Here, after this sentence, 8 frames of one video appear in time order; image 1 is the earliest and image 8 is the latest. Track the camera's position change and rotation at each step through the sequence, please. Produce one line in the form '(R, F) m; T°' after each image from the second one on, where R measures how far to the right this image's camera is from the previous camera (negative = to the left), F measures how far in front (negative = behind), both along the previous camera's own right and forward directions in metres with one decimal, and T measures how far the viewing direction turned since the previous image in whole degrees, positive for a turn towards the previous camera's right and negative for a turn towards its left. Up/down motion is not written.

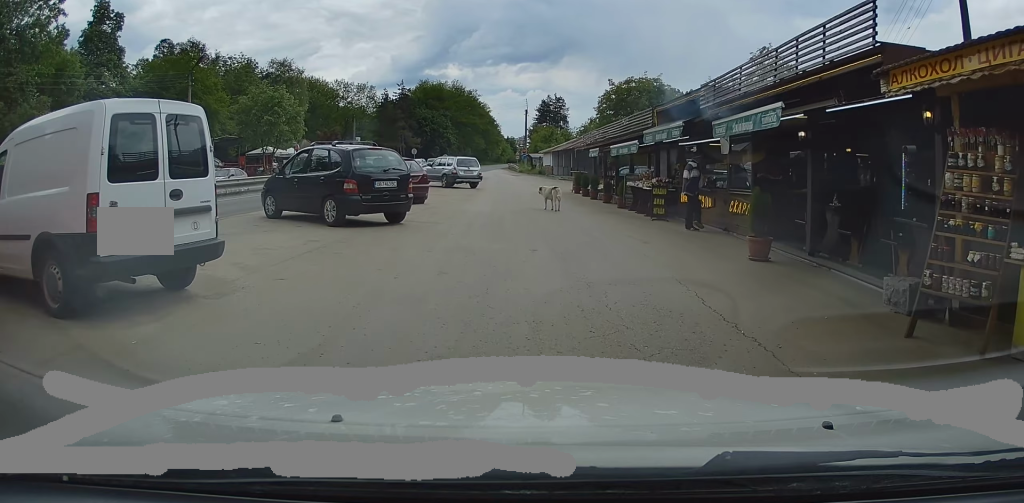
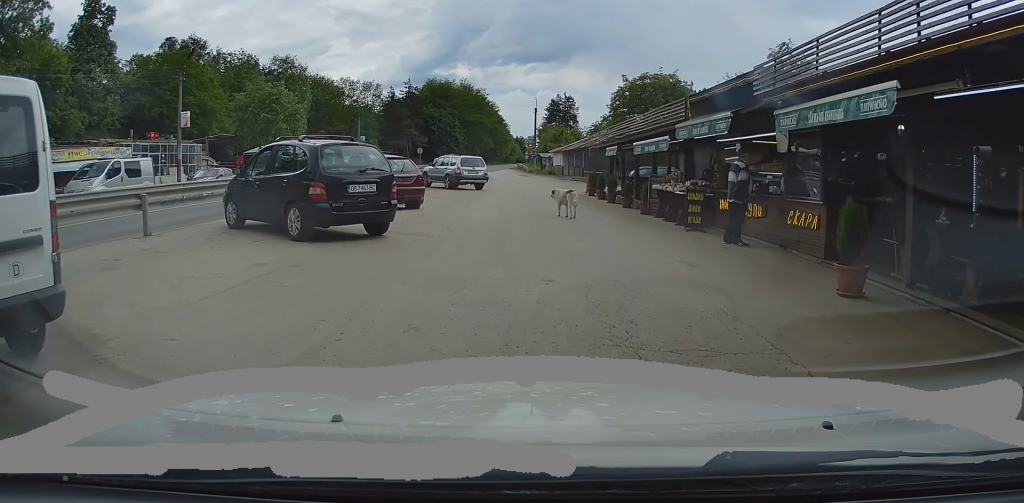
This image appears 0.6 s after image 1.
(0.0, +2.5) m; +1°
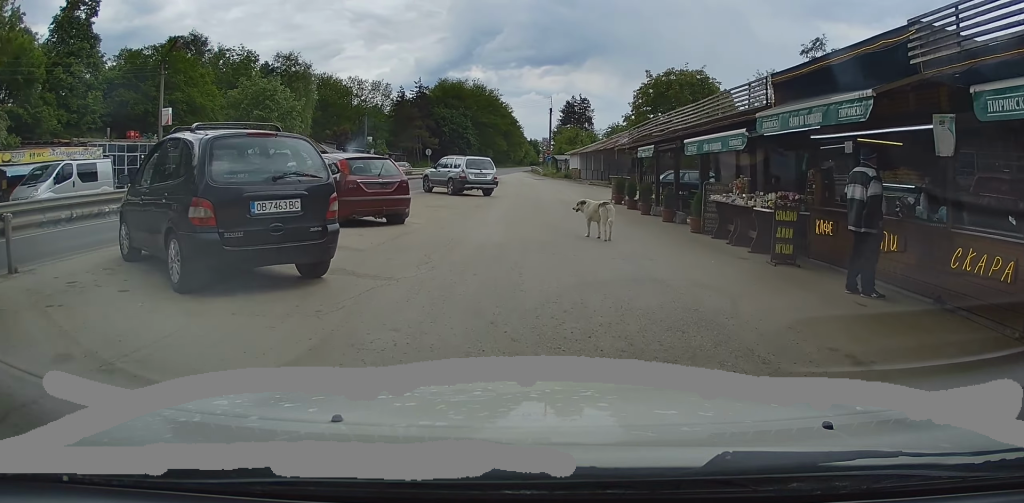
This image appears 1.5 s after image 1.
(0.0, +4.2) m; +1°
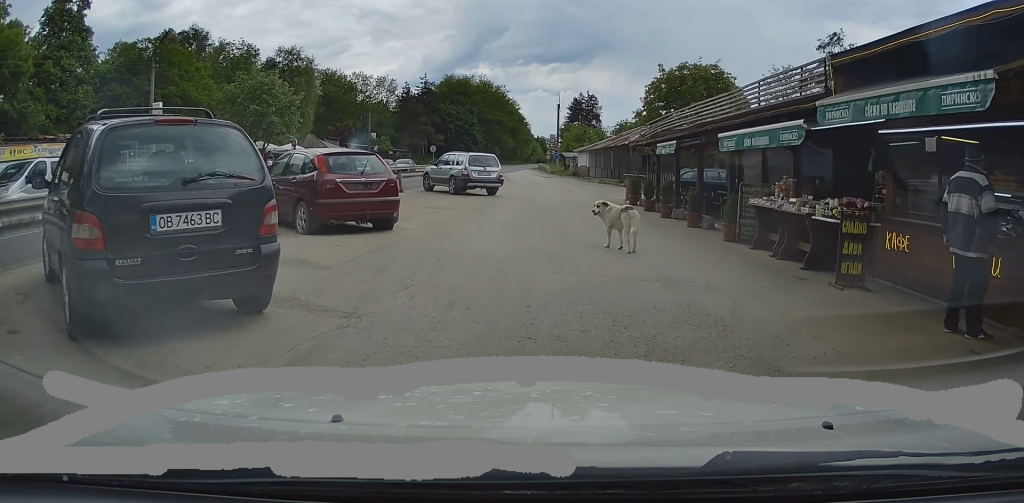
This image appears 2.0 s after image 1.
(0.0, +2.0) m; +1°
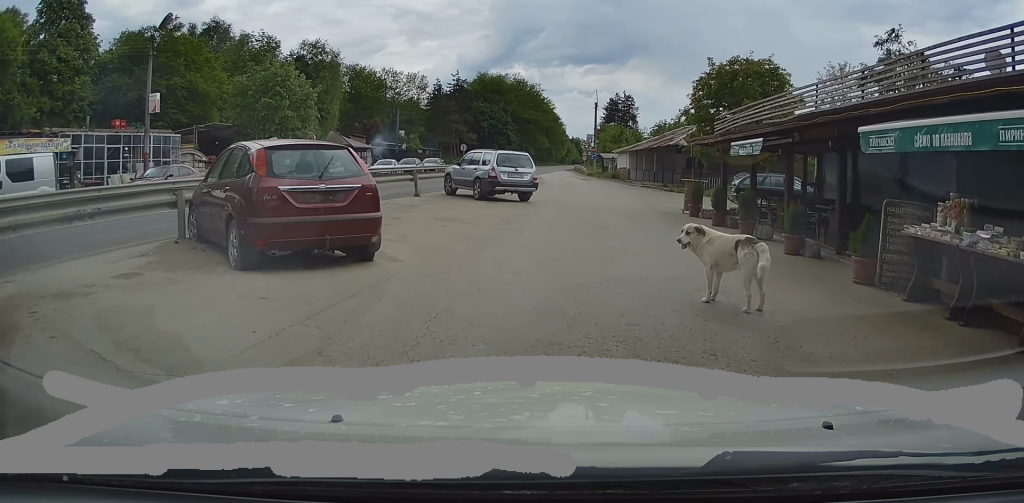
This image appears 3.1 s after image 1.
(+0.1, +4.1) m; -3°
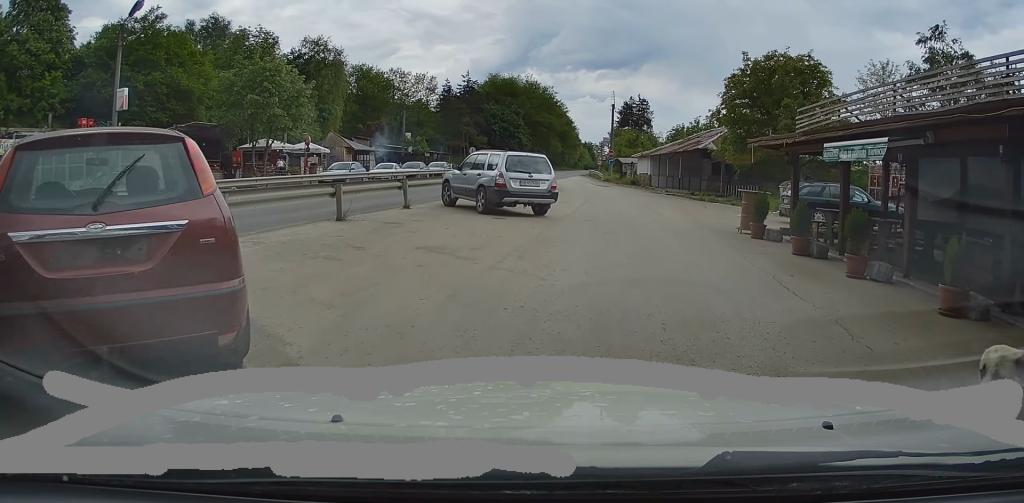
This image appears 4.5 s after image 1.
(-0.5, +4.3) m; -7°
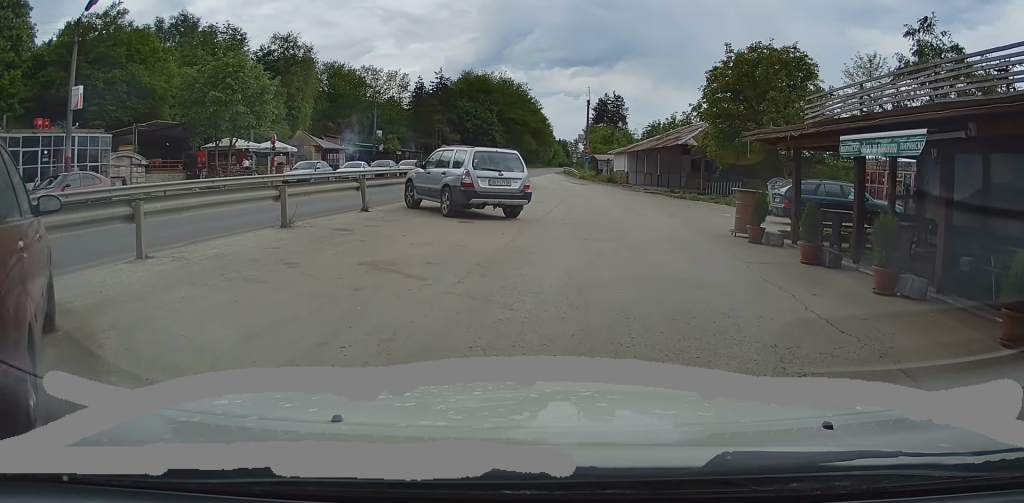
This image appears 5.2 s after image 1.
(-0.1, +1.7) m; +3°
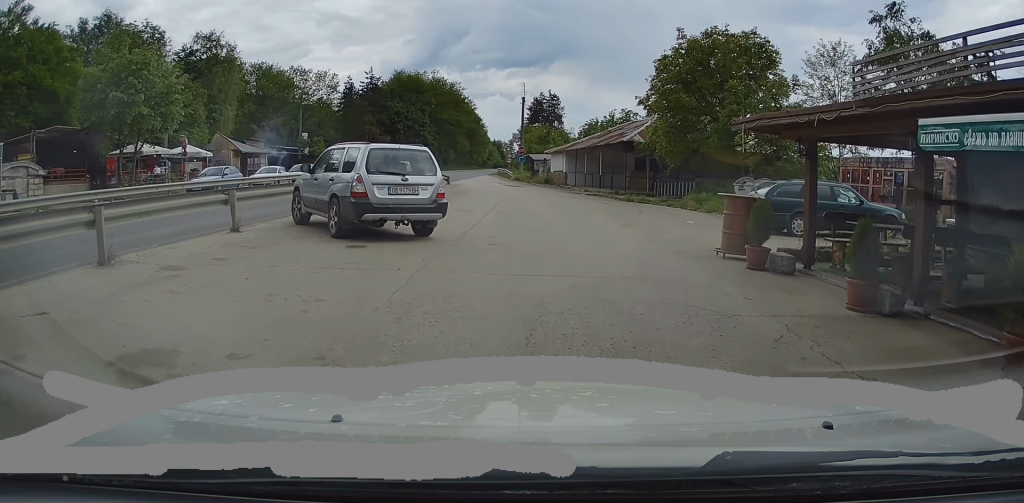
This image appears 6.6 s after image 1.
(+0.6, +3.9) m; +8°
